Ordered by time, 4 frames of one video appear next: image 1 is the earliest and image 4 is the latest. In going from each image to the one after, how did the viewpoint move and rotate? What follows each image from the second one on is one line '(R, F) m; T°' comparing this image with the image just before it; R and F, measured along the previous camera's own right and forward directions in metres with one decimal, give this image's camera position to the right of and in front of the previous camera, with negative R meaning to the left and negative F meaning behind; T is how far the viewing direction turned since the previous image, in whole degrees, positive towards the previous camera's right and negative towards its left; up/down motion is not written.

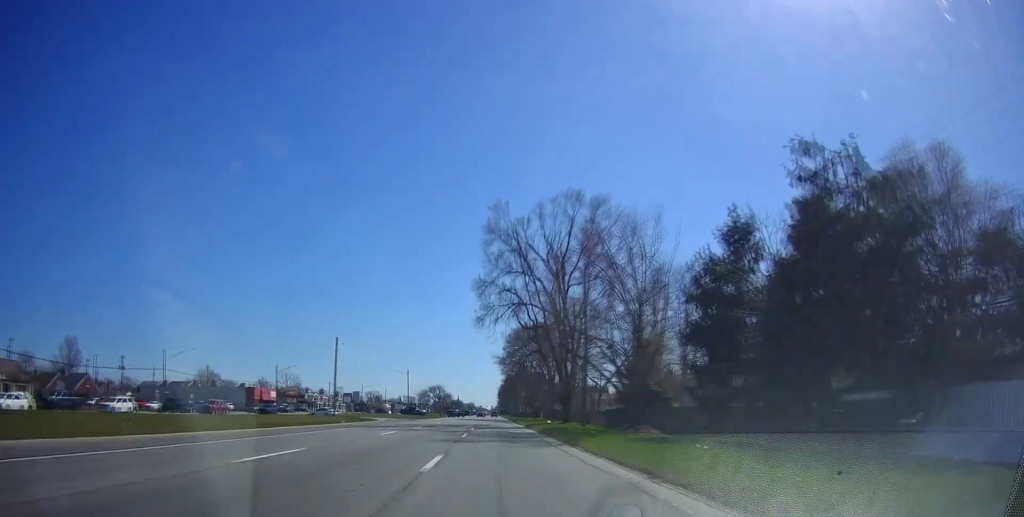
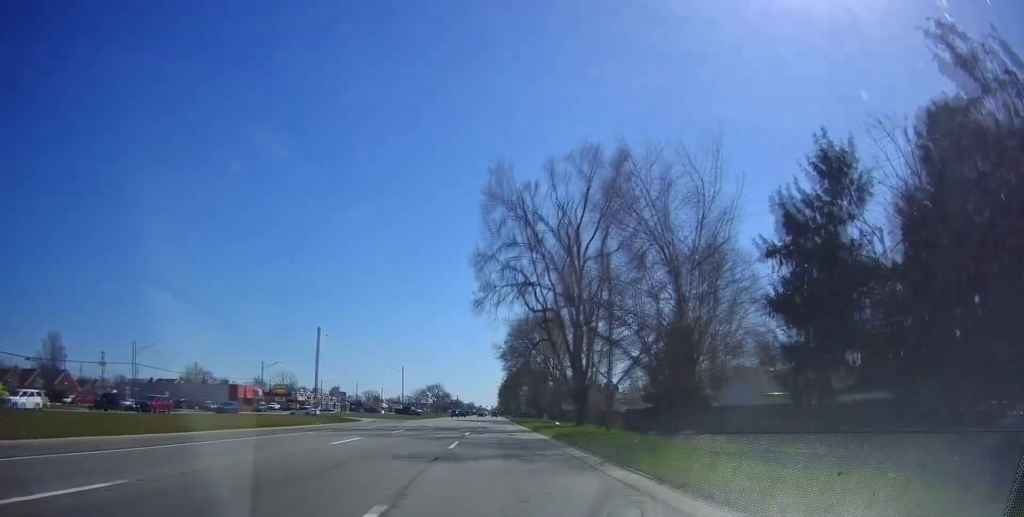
(+0.4, +9.0) m; 0°
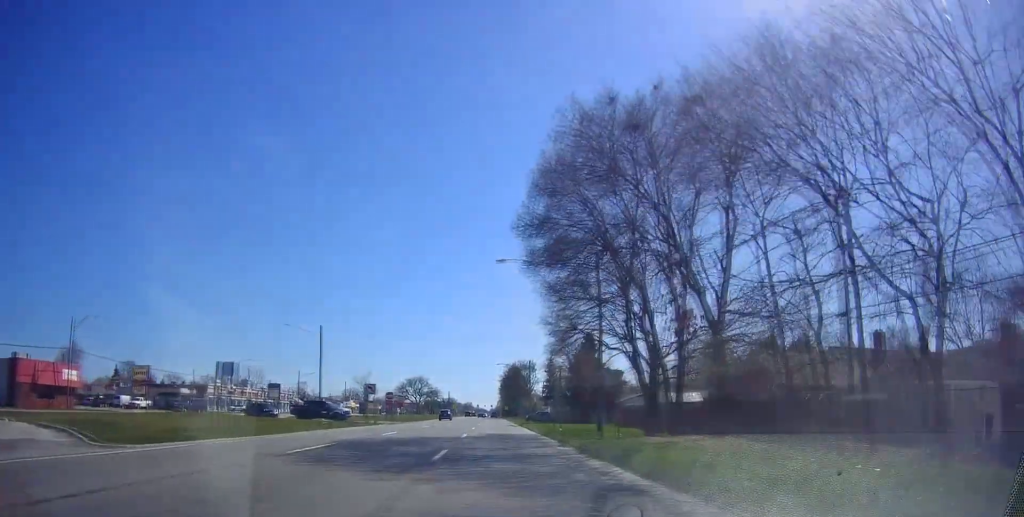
(+0.4, +66.2) m; +1°
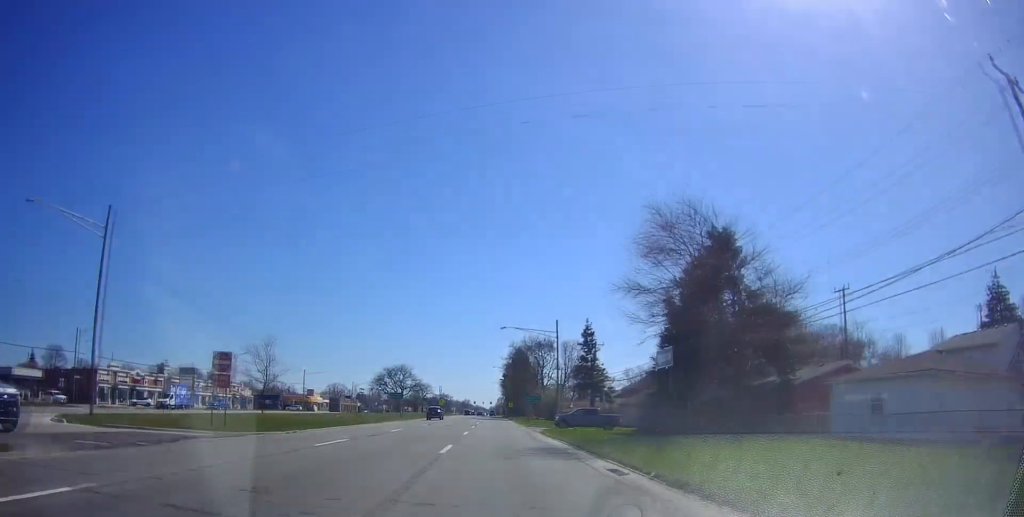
(-1.2, +44.0) m; -3°
